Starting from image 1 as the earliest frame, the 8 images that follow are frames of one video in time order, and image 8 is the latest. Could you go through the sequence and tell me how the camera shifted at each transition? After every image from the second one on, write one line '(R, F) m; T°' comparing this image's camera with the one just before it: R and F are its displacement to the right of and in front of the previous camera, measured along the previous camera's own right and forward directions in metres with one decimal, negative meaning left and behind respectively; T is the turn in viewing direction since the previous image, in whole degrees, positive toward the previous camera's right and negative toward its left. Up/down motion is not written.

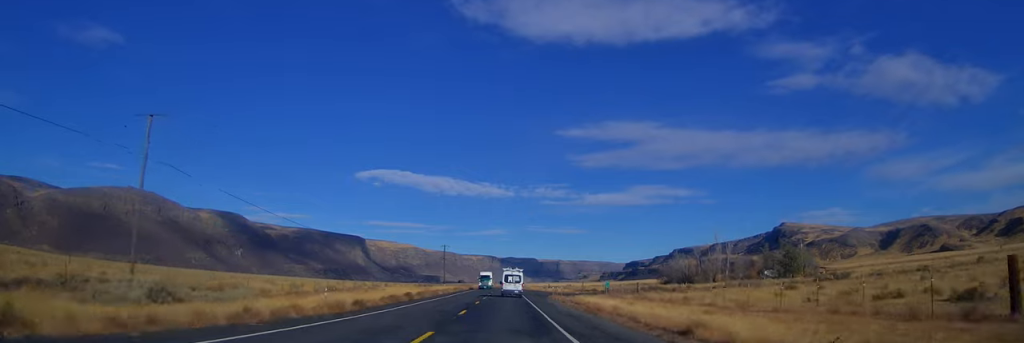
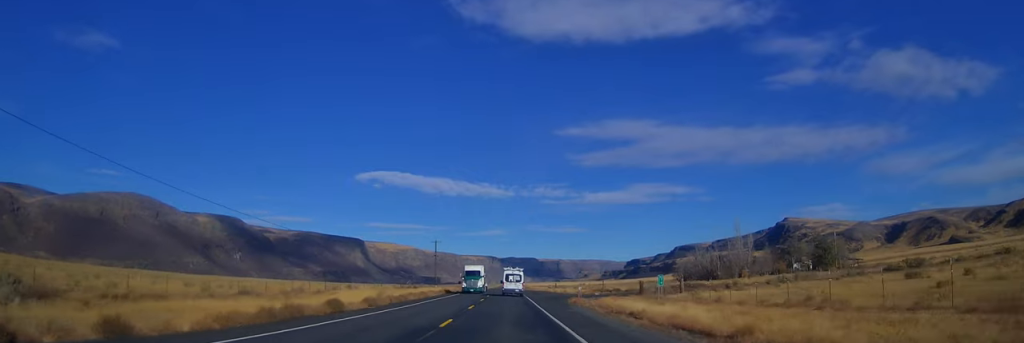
(+0.5, +19.6) m; 0°
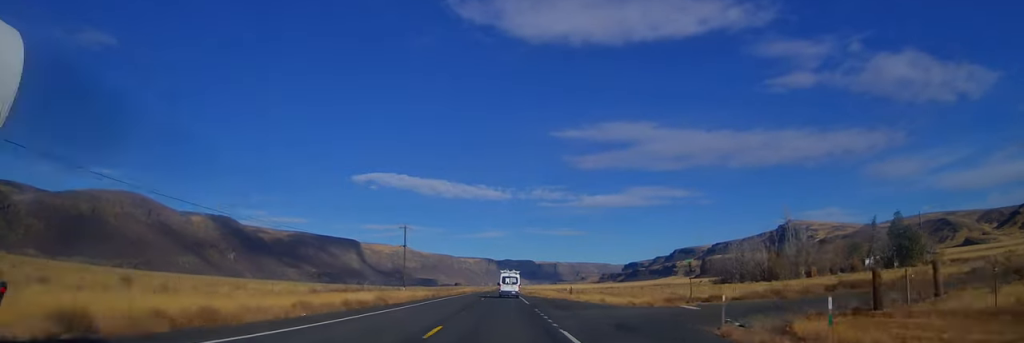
(-0.6, +38.2) m; -2°
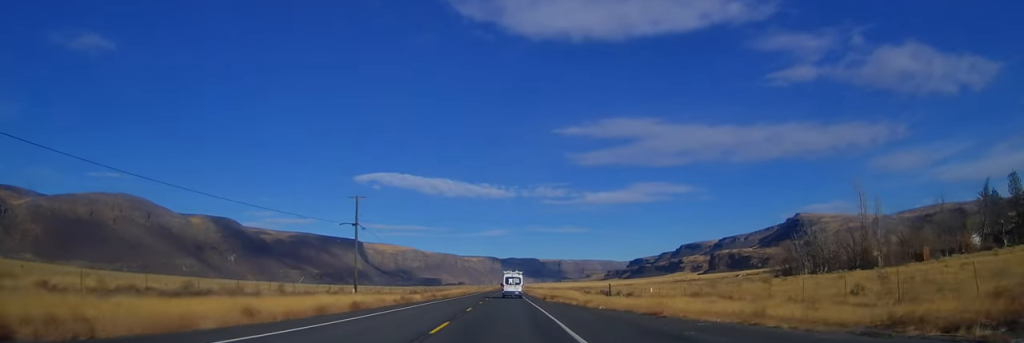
(0.0, +34.0) m; 0°
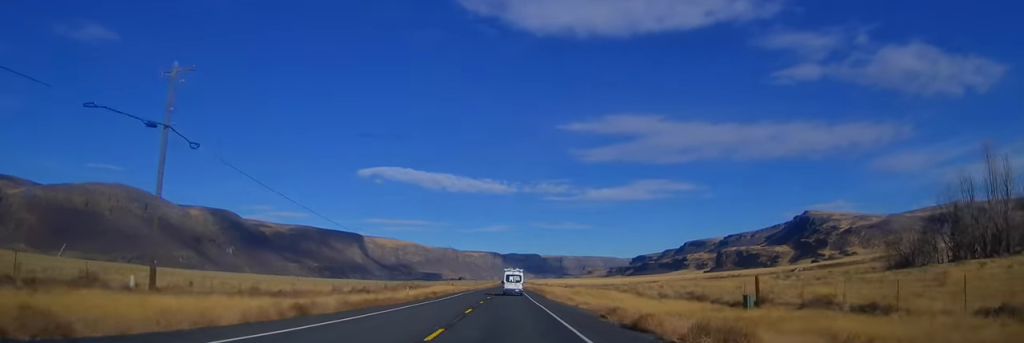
(+0.1, +39.2) m; 0°
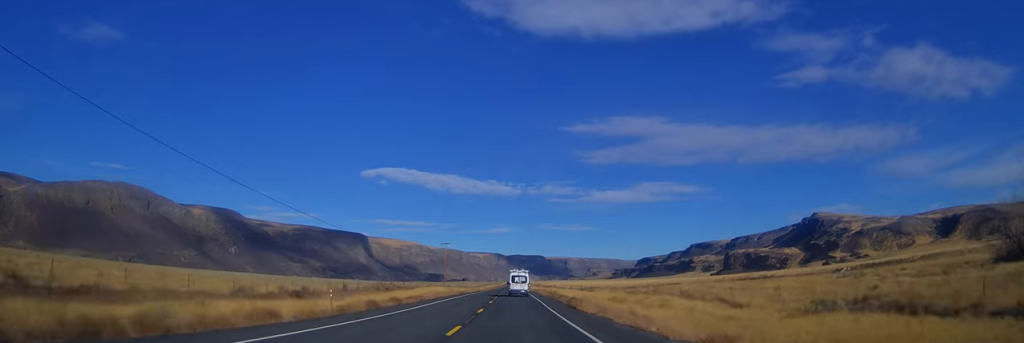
(+0.2, +22.2) m; 0°
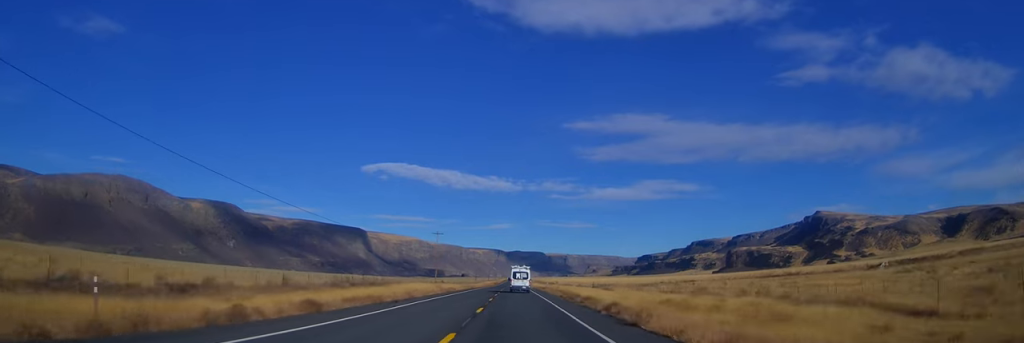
(-0.2, +16.2) m; 0°
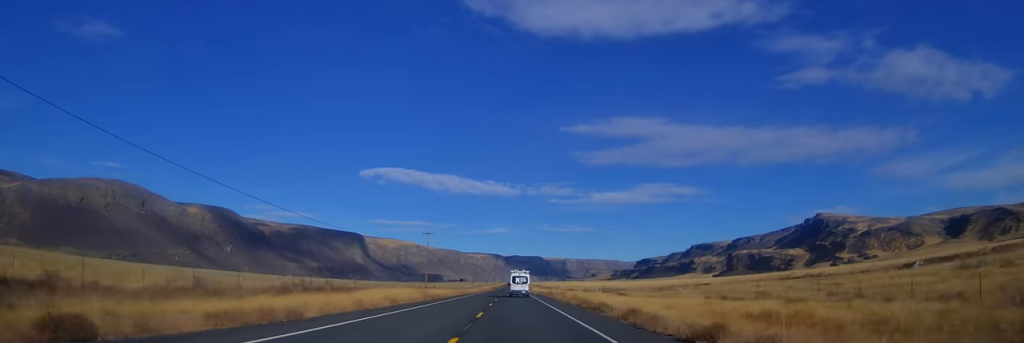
(-0.1, +12.6) m; 0°
